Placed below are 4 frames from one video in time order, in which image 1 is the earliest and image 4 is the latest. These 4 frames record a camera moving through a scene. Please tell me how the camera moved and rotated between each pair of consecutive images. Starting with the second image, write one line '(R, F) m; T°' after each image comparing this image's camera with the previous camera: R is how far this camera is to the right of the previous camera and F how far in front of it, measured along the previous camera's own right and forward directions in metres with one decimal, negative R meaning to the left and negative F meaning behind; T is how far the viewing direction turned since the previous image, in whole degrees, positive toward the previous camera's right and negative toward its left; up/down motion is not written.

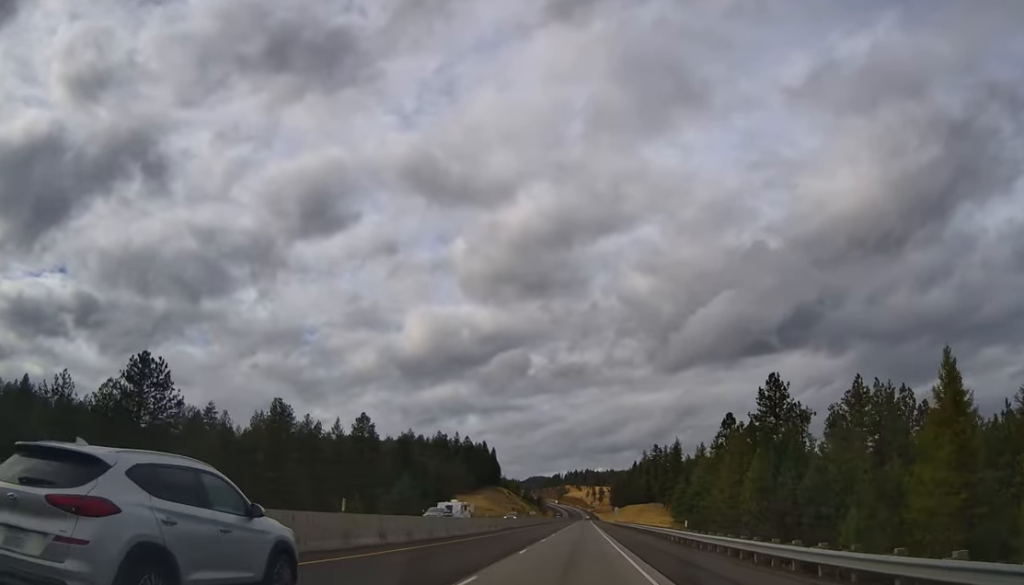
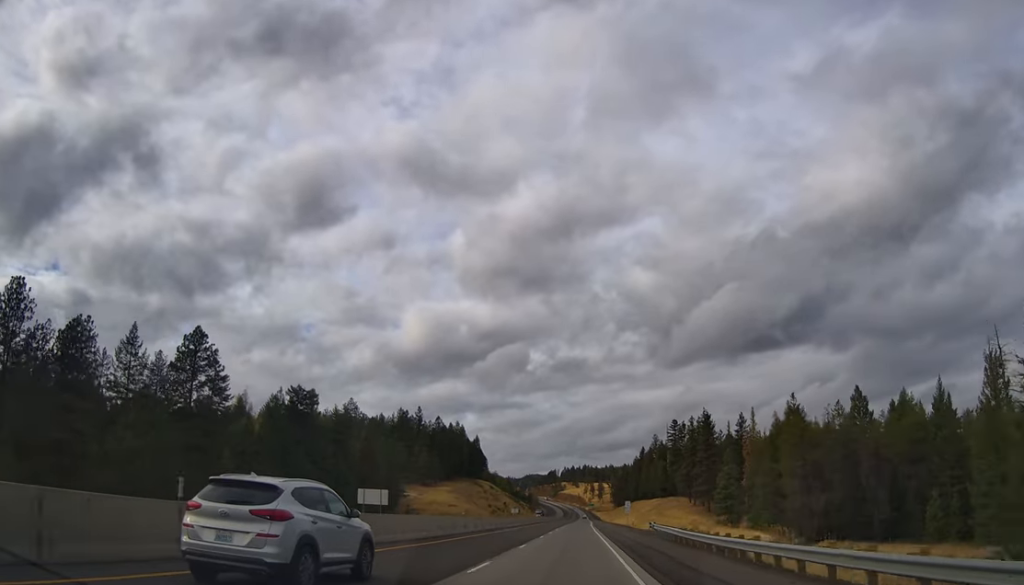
(+0.9, +69.6) m; +1°
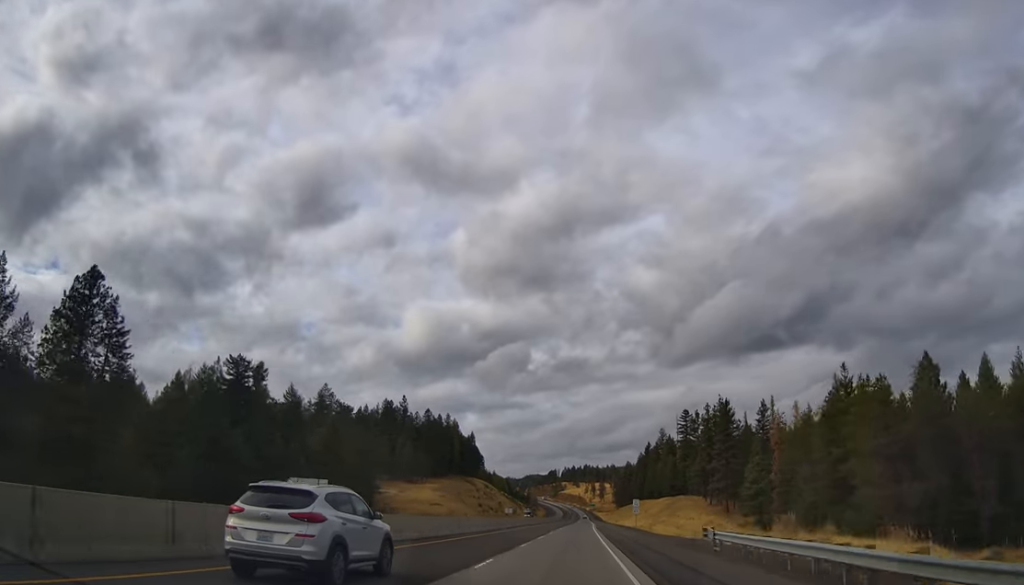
(+0.2, +23.0) m; -1°
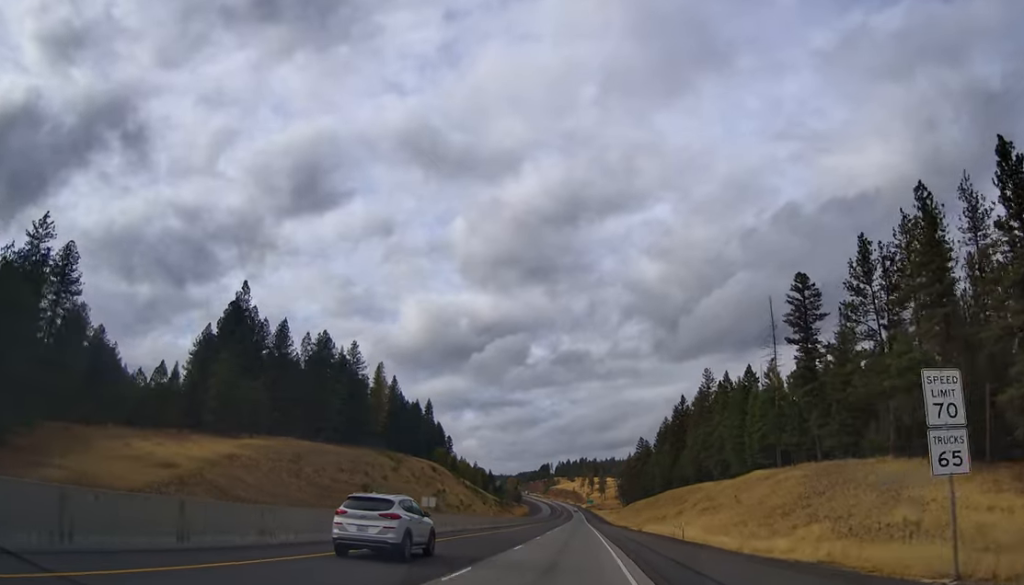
(+1.2, +113.3) m; +1°
